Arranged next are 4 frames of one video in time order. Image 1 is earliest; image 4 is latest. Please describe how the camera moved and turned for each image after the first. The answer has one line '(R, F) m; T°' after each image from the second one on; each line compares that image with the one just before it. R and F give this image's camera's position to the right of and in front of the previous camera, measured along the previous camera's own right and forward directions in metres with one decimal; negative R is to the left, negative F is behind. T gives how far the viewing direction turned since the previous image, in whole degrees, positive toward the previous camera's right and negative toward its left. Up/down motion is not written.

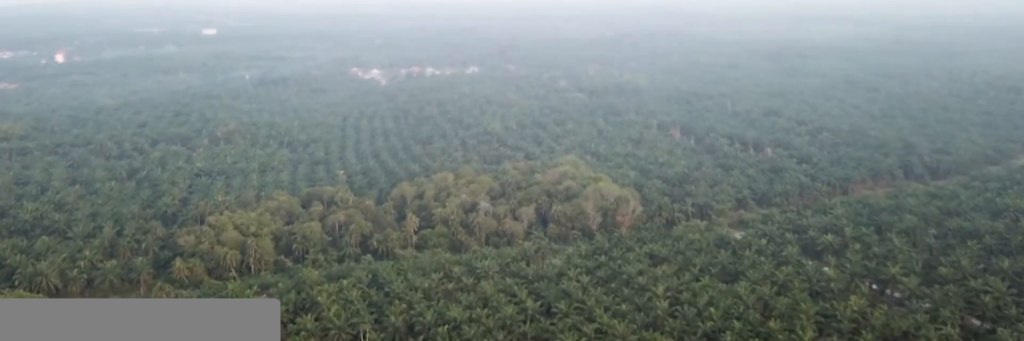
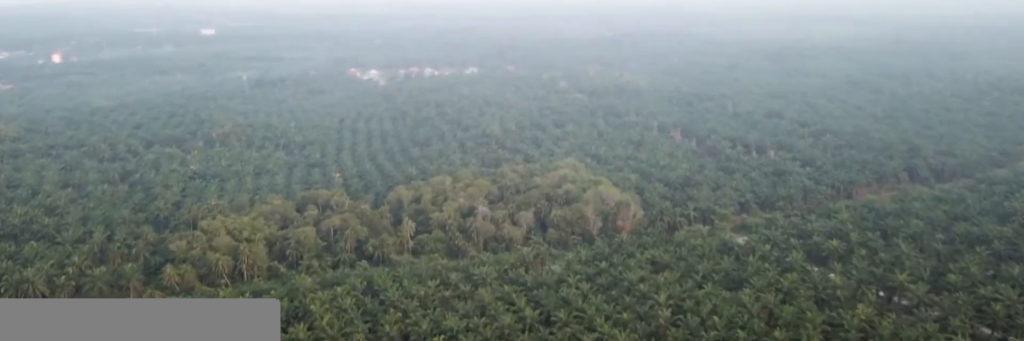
(0.0, +6.4) m; 0°
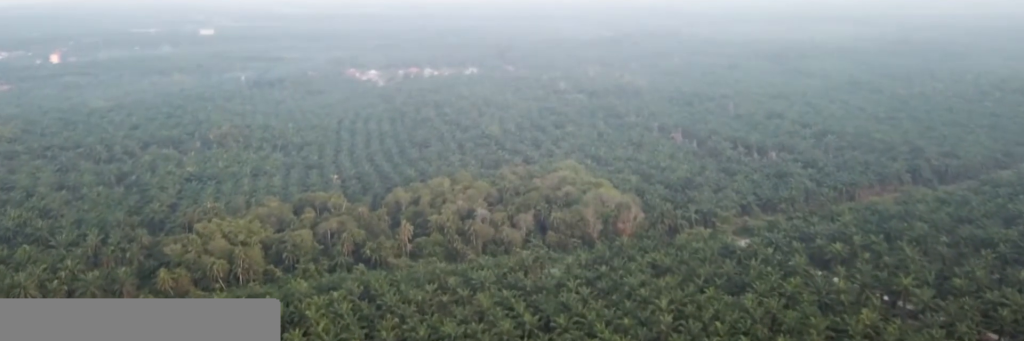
(0.0, +4.2) m; 0°
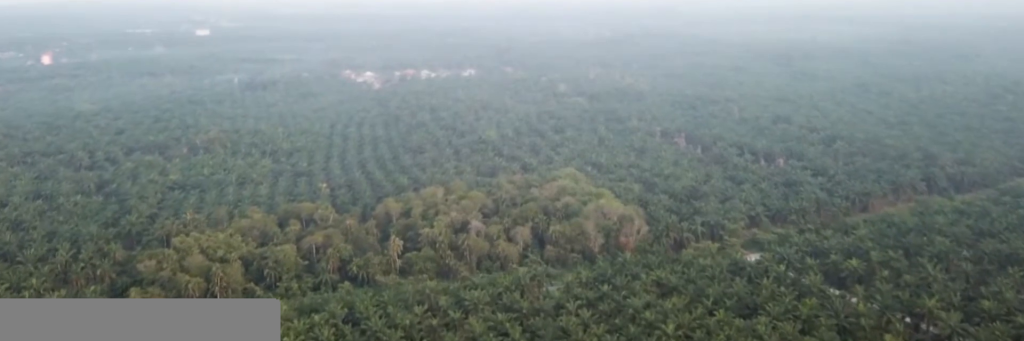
(0.0, +18.1) m; 0°
